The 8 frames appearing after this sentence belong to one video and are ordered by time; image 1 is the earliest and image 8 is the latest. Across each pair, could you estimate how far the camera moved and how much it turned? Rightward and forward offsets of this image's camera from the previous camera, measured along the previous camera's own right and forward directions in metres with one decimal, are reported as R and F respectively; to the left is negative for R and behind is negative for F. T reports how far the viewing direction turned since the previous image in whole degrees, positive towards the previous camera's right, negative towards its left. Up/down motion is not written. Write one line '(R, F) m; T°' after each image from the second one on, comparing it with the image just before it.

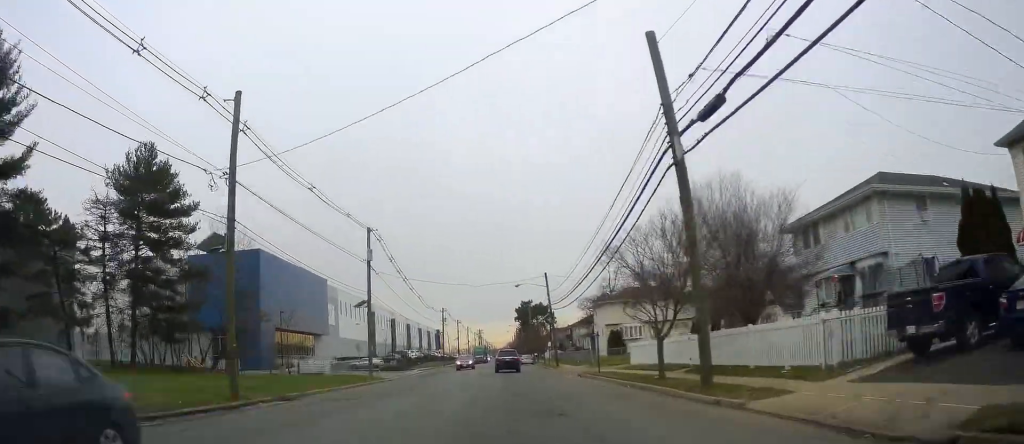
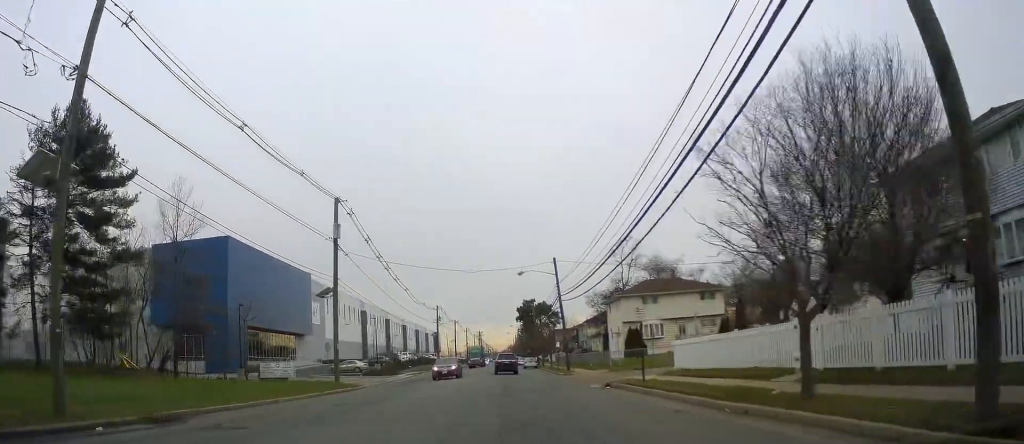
(+0.1, +10.0) m; 0°
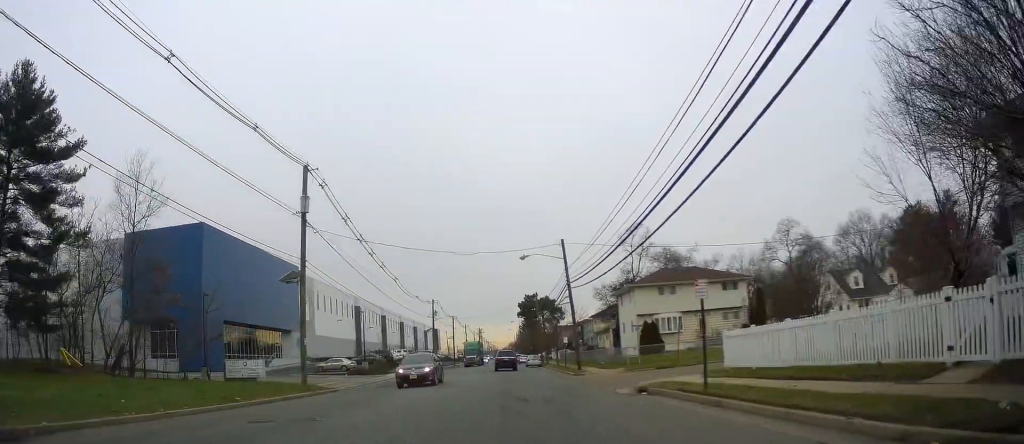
(+0.2, +6.4) m; -1°
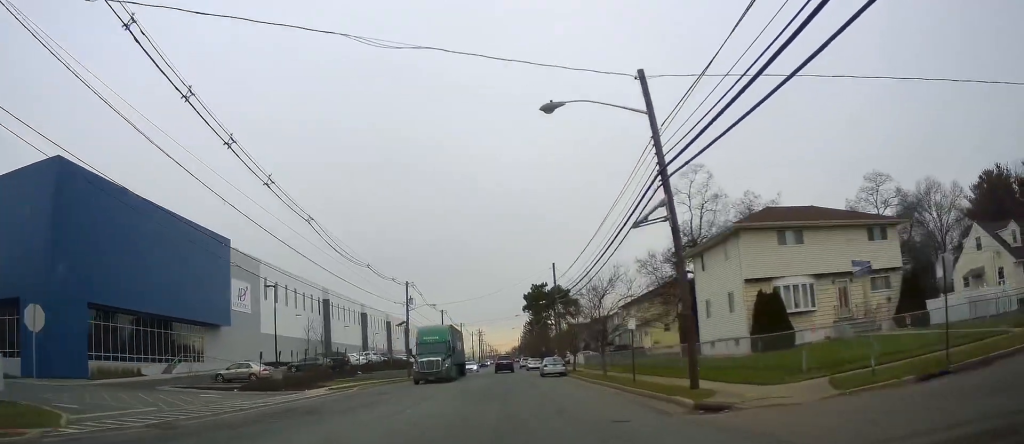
(-1.1, +24.2) m; -1°
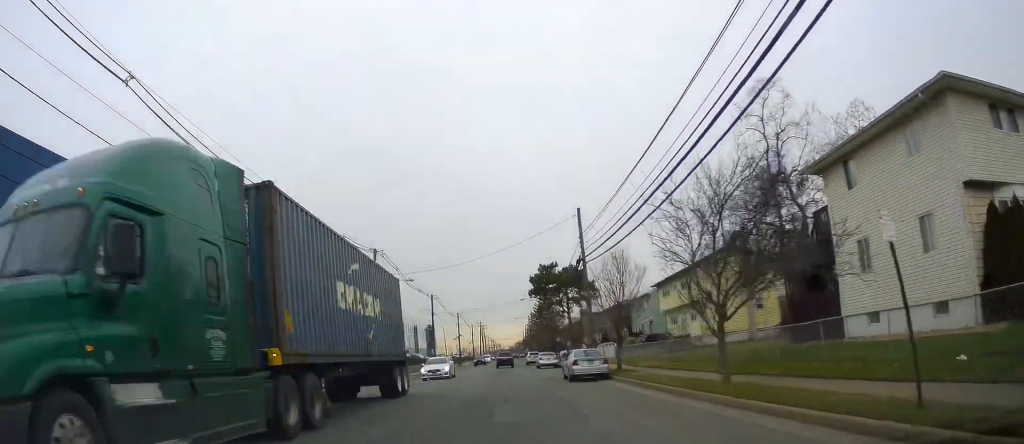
(+0.4, +16.1) m; 0°
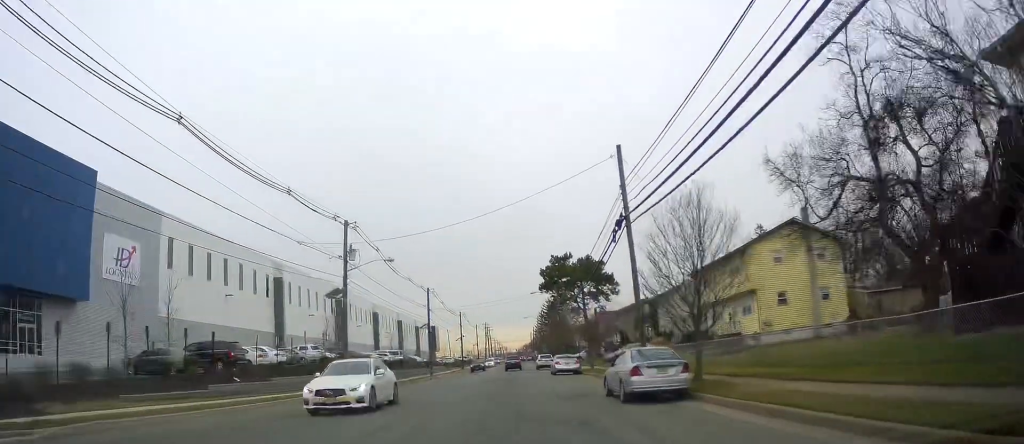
(-0.4, +10.5) m; -2°
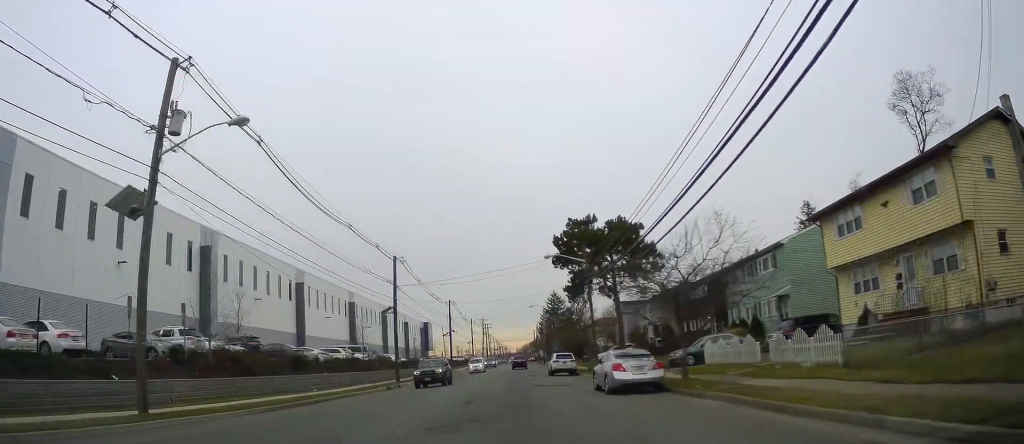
(-0.1, +20.5) m; +1°
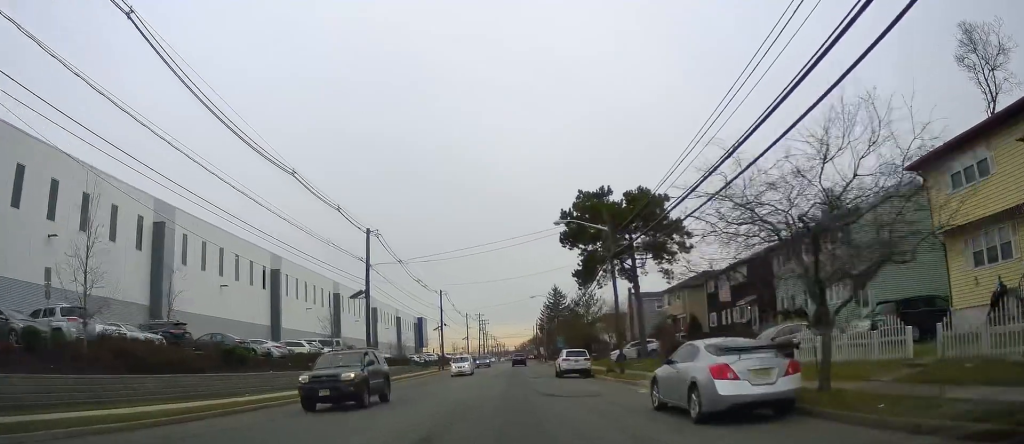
(+0.1, +9.4) m; +2°
